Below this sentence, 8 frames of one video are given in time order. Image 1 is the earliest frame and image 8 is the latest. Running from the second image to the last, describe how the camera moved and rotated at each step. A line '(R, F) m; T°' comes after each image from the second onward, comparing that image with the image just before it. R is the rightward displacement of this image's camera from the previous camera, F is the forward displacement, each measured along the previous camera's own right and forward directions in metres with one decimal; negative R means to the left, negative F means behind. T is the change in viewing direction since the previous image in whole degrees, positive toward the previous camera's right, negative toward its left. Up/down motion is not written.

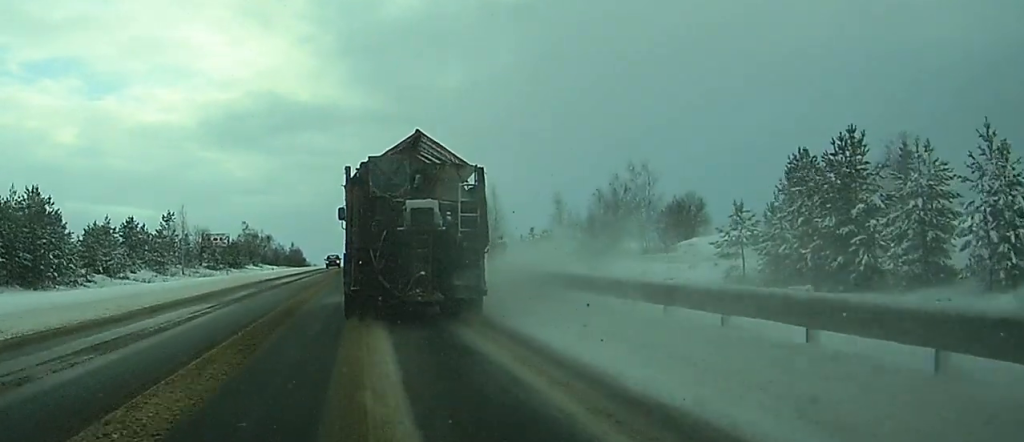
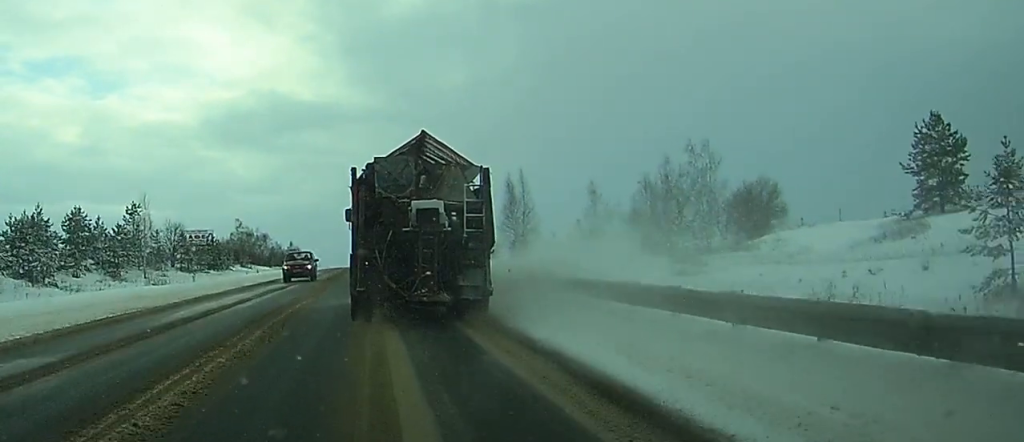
(-0.2, +21.7) m; -1°
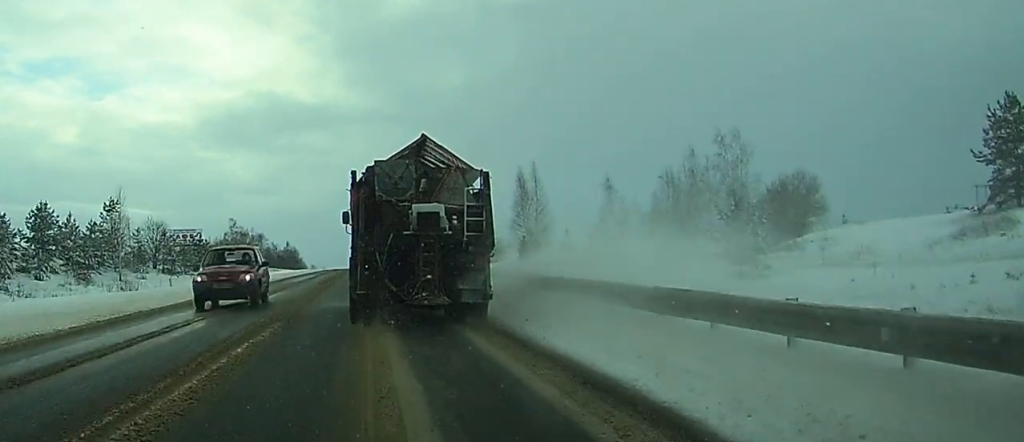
(-0.1, +9.2) m; 0°
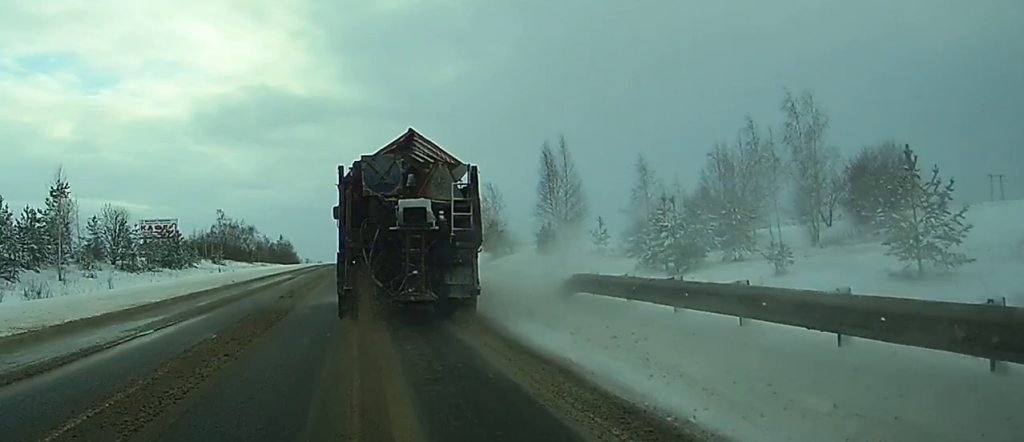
(+0.1, +16.6) m; 0°
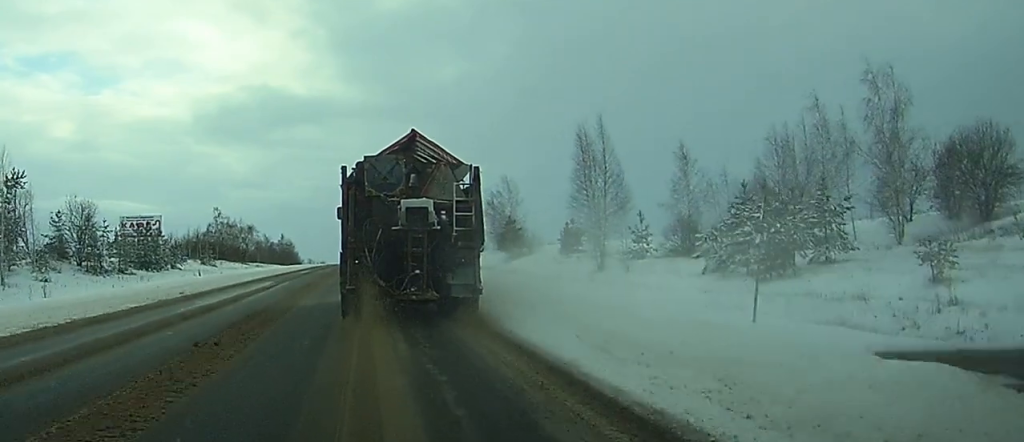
(0.0, +12.5) m; 0°
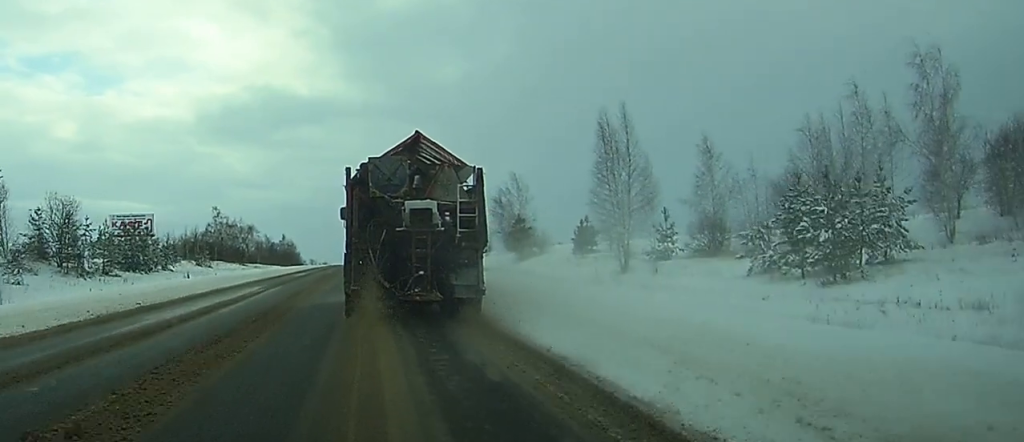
(+0.1, +6.0) m; 0°
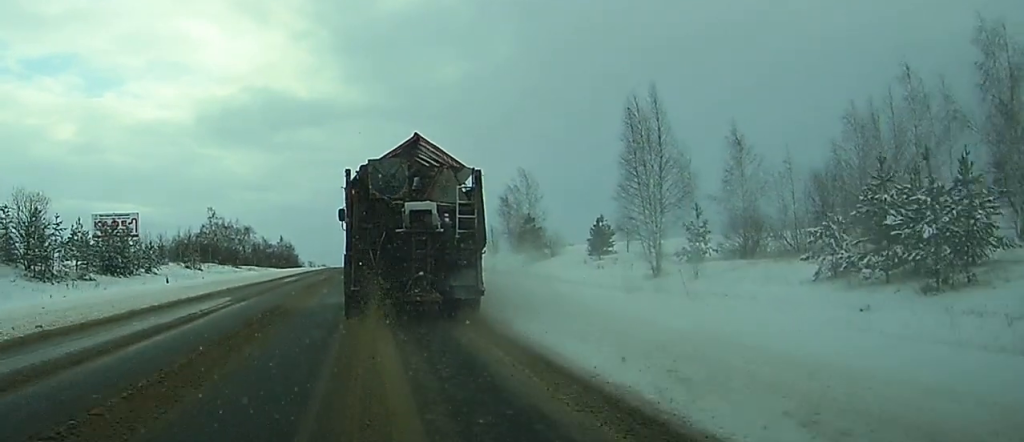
(0.0, +7.4) m; 0°
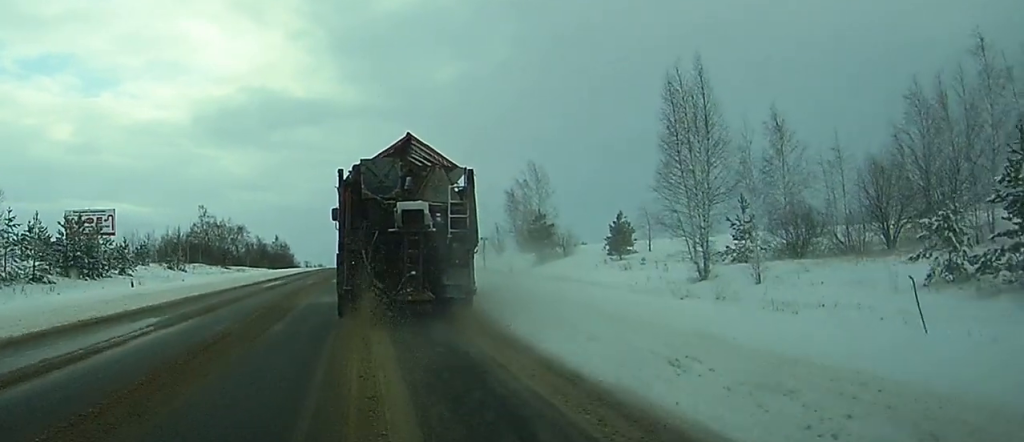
(-0.1, +8.7) m; 0°
